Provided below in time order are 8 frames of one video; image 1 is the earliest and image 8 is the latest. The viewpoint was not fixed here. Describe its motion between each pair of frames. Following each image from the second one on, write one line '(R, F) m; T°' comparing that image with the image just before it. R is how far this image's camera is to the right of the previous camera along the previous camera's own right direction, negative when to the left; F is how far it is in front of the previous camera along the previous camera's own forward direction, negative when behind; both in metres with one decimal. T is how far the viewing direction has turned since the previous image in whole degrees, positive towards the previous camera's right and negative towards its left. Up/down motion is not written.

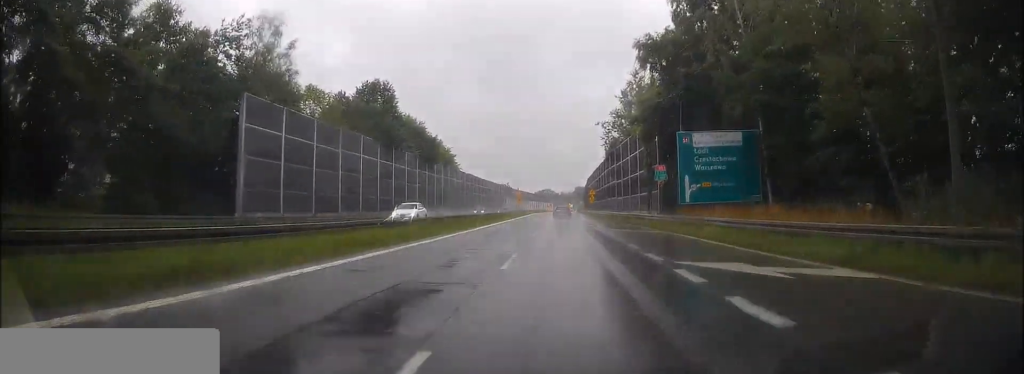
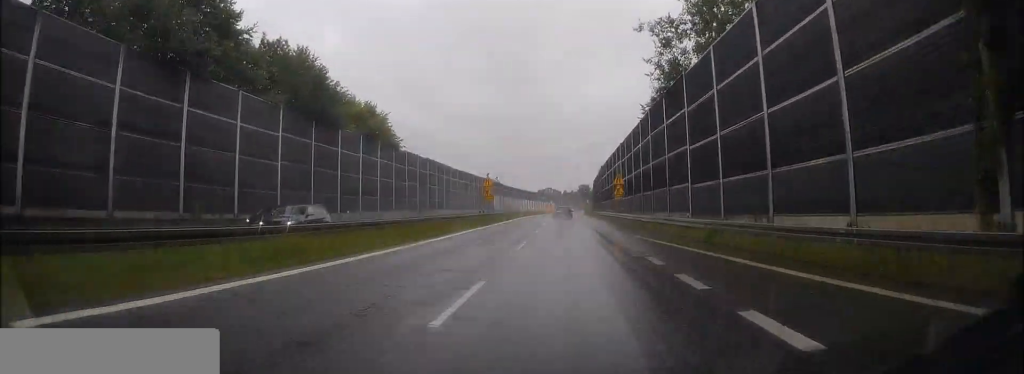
(+0.1, +42.0) m; -1°
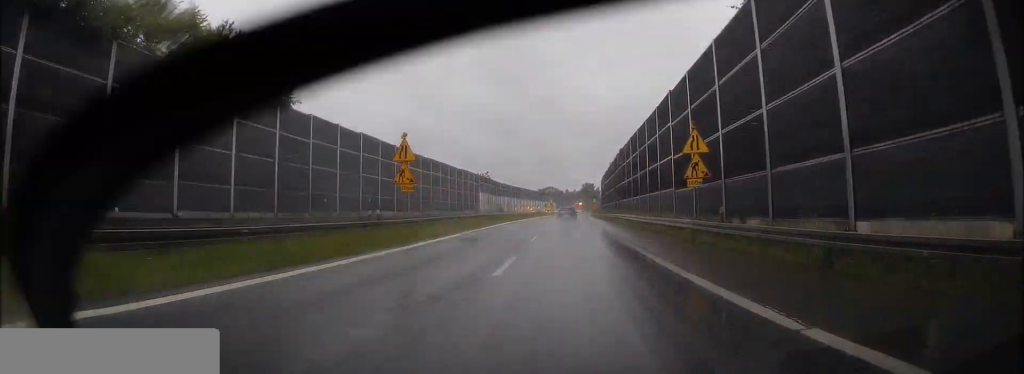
(-0.2, +30.3) m; 0°
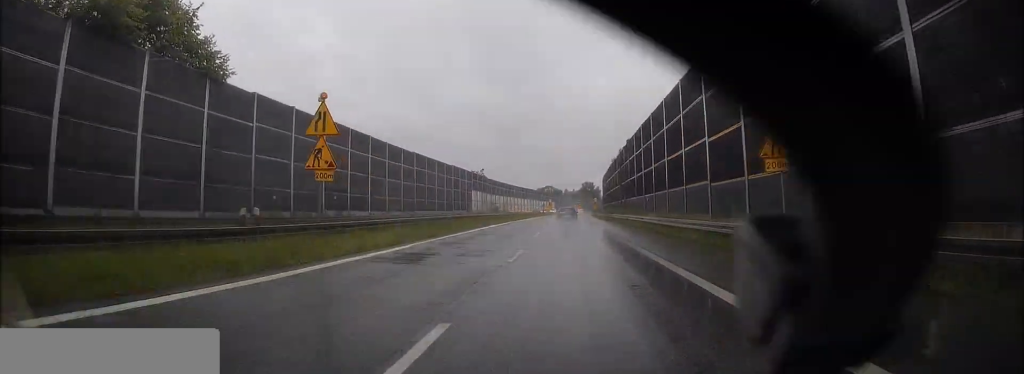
(0.0, +9.1) m; 0°
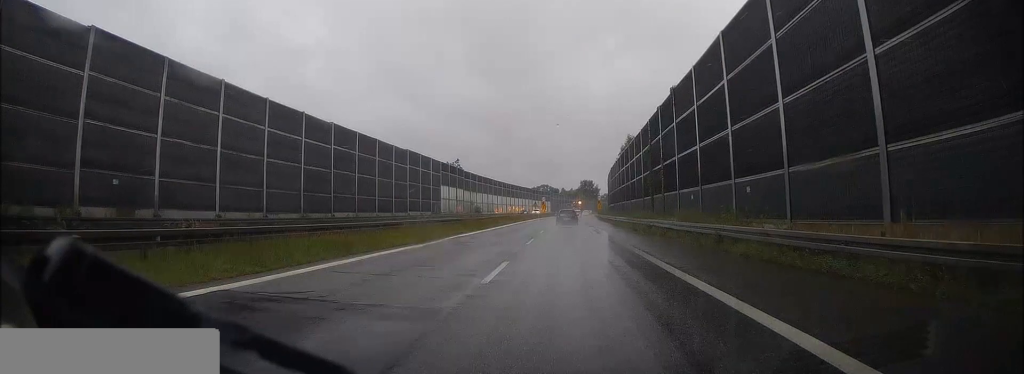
(+0.1, +26.9) m; 0°
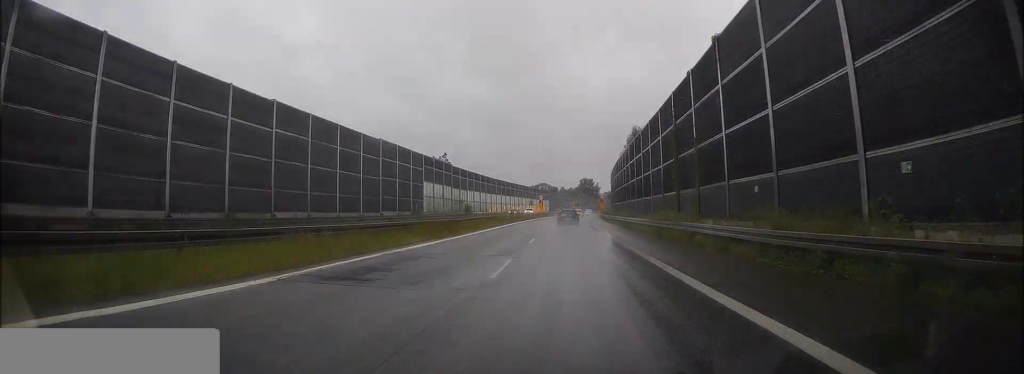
(0.0, +10.9) m; 0°
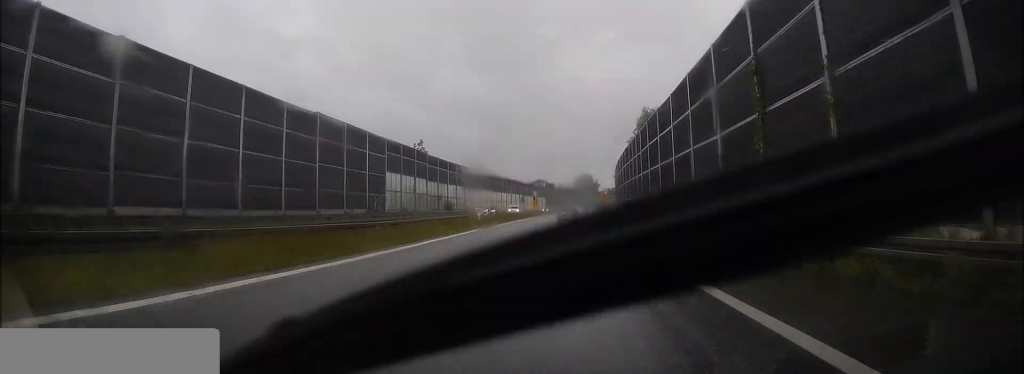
(0.0, +16.4) m; 0°
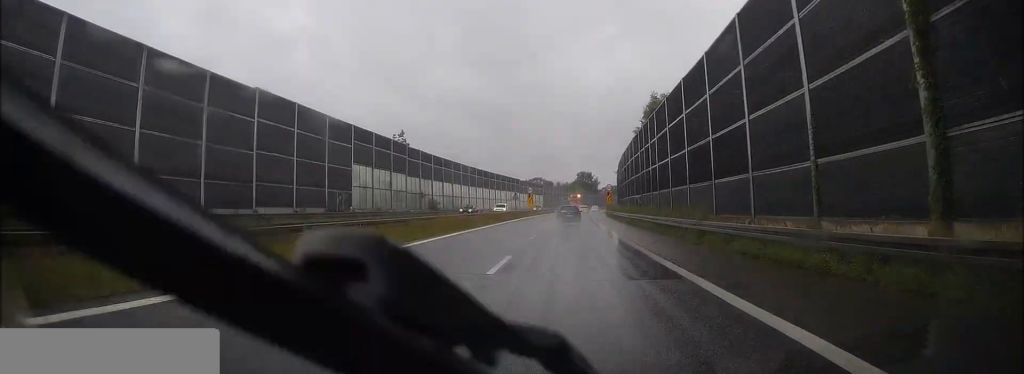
(0.0, +10.1) m; 0°
